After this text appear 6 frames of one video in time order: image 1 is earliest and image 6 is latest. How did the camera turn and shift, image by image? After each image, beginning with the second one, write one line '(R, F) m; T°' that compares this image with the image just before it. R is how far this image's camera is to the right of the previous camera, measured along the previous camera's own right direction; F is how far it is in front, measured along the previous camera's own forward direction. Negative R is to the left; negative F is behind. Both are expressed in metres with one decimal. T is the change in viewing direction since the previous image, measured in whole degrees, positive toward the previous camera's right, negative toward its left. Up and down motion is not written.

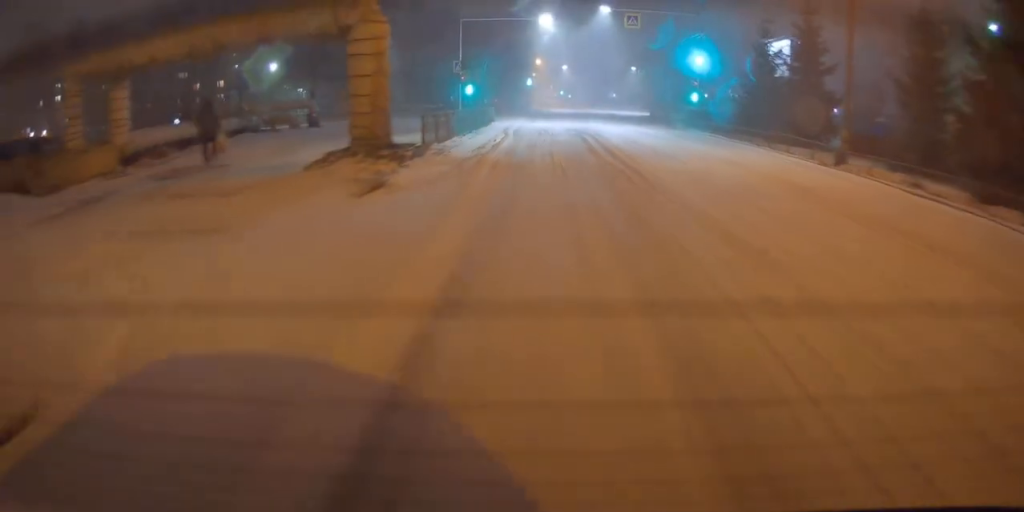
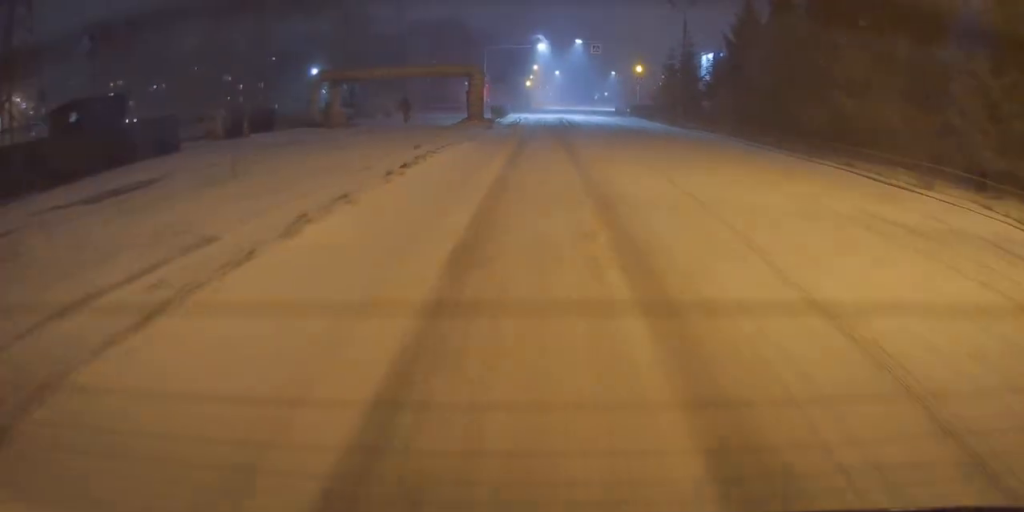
(+0.1, +21.6) m; +1°
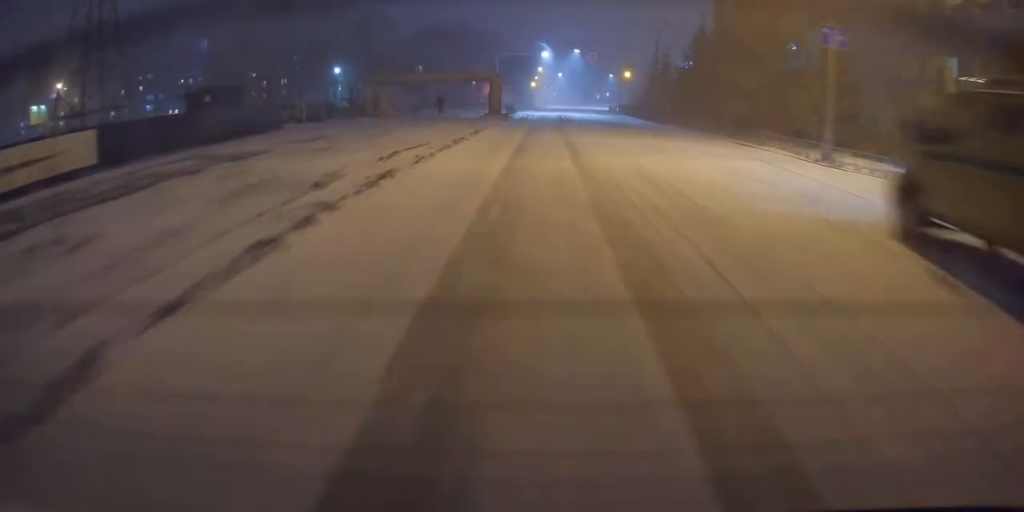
(0.0, +11.5) m; 0°
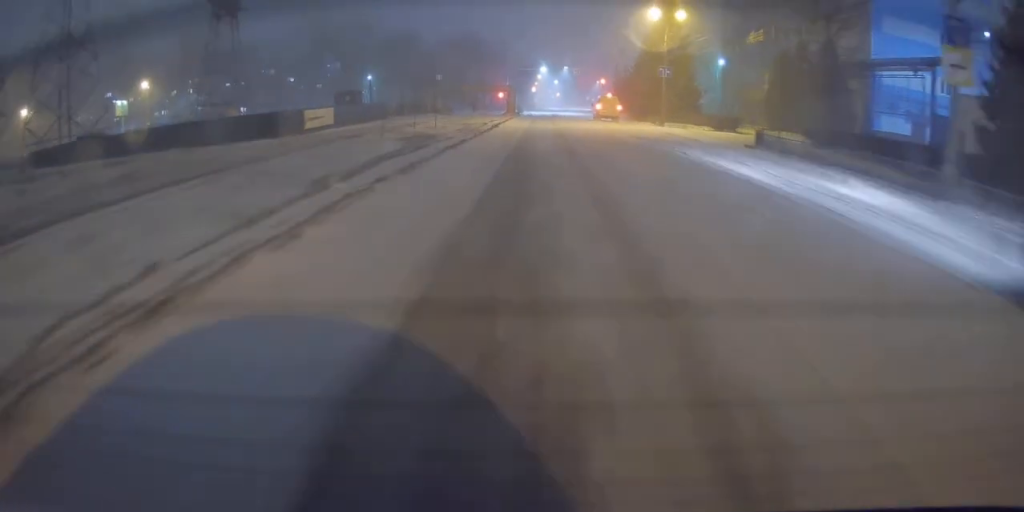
(0.0, +26.2) m; 0°
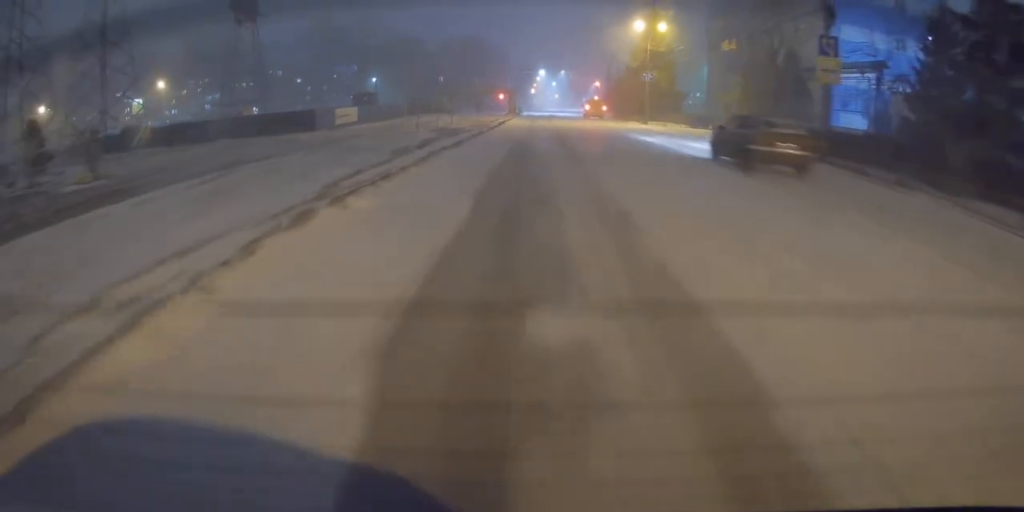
(0.0, +6.6) m; 0°
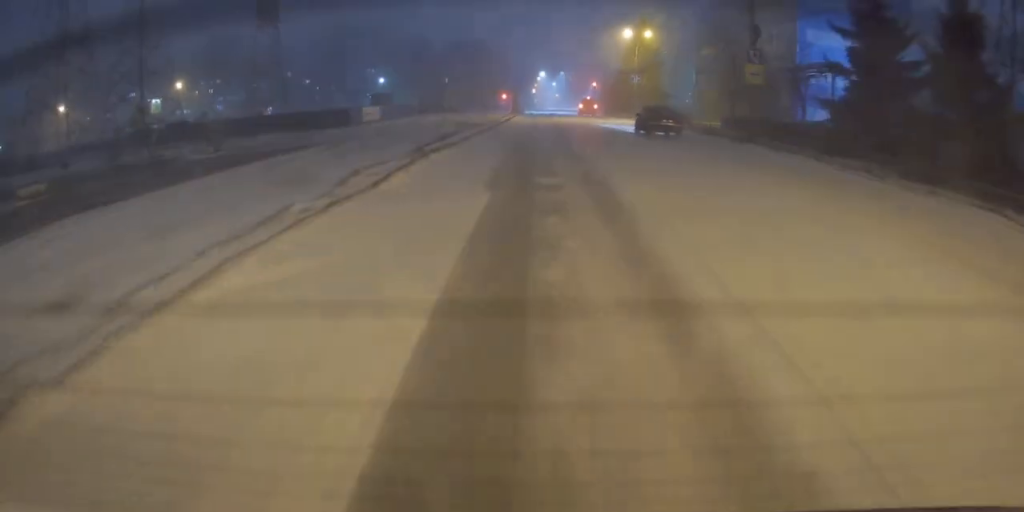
(0.0, +6.6) m; +1°
